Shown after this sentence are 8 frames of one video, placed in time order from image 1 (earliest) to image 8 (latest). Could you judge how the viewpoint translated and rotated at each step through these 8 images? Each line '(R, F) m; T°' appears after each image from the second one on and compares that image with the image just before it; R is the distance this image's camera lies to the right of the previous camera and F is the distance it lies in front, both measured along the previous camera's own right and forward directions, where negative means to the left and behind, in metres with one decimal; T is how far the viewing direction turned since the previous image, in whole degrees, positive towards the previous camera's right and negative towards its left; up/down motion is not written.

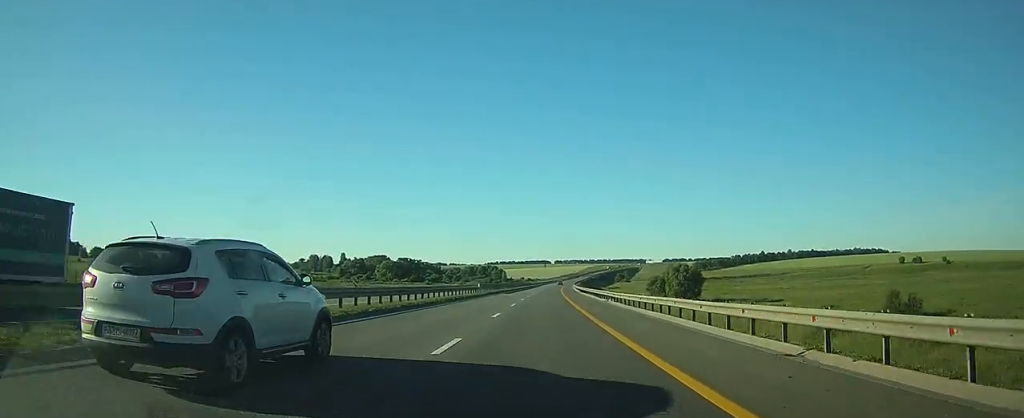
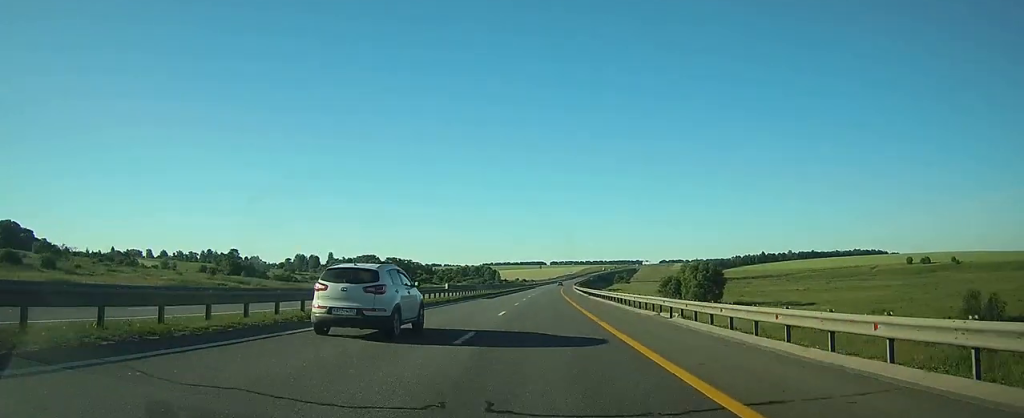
(+0.1, +22.2) m; 0°
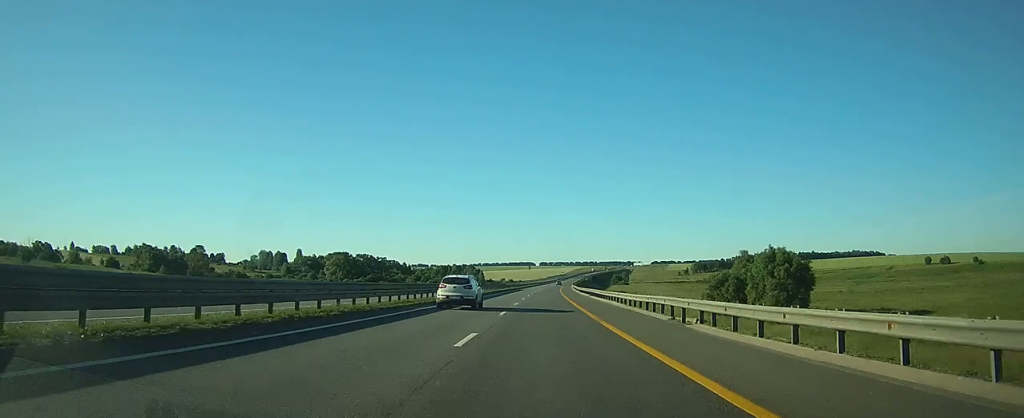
(+0.5, +48.8) m; +1°
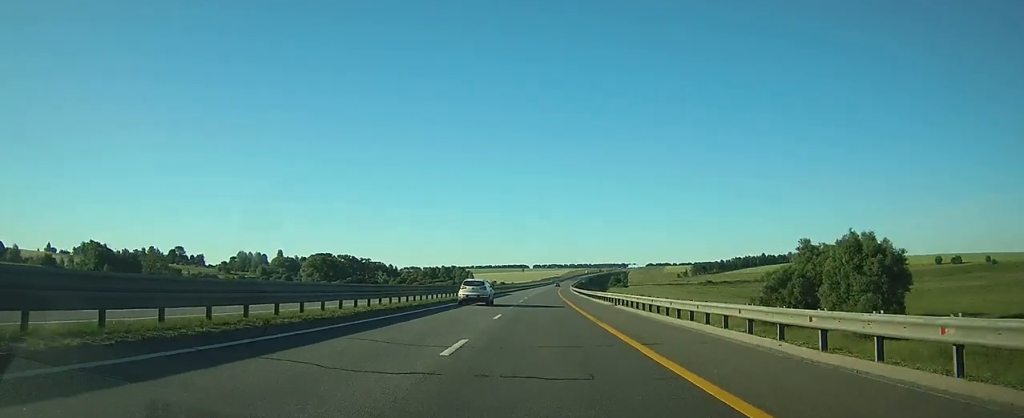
(+0.1, +25.6) m; 0°
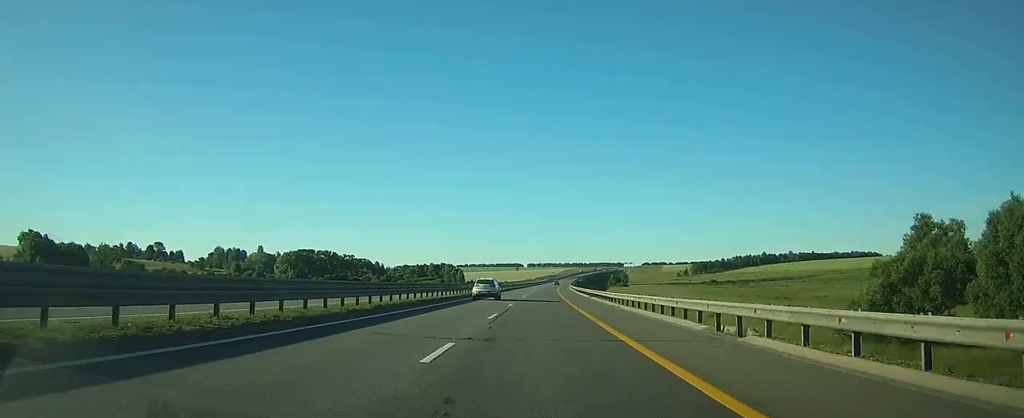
(+0.1, +25.5) m; 0°
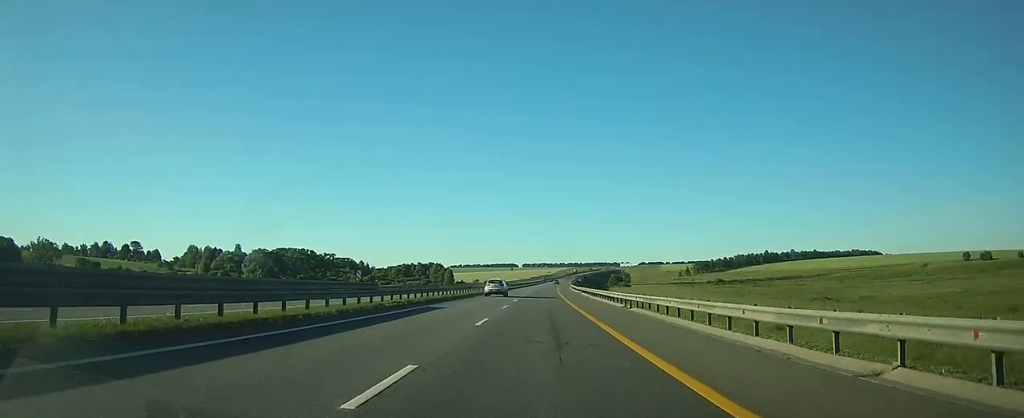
(+0.1, +27.7) m; 0°
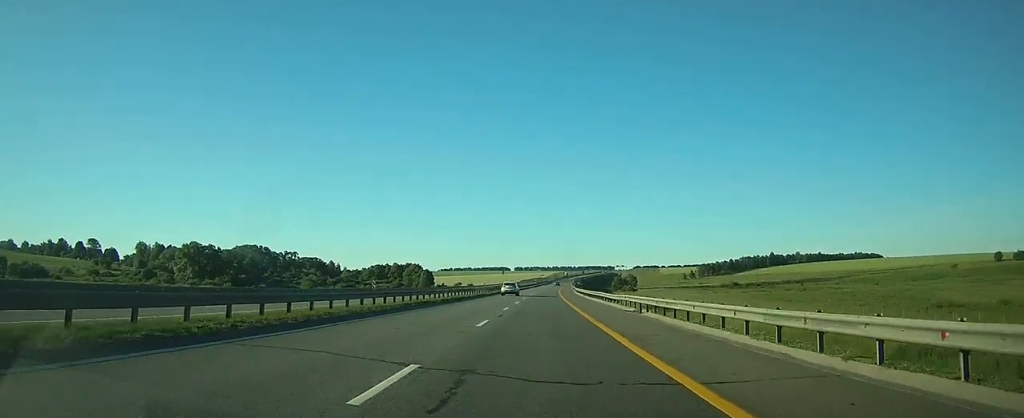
(+0.3, +47.6) m; +1°
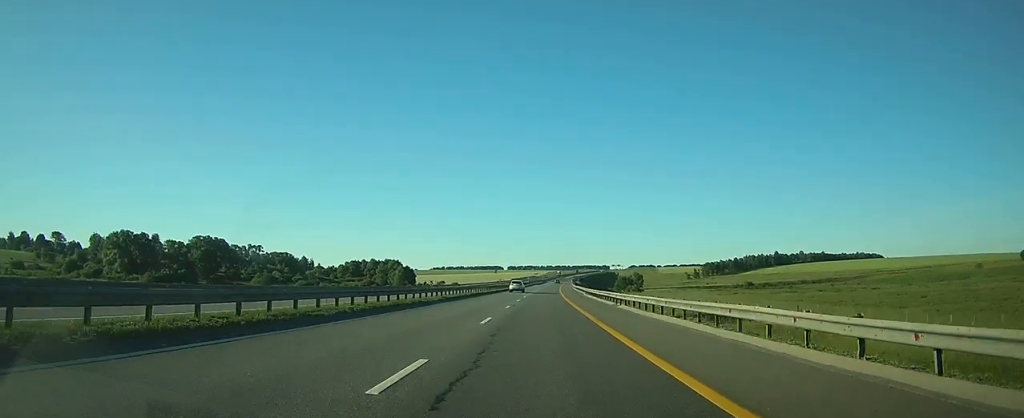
(+0.1, +35.3) m; +1°
